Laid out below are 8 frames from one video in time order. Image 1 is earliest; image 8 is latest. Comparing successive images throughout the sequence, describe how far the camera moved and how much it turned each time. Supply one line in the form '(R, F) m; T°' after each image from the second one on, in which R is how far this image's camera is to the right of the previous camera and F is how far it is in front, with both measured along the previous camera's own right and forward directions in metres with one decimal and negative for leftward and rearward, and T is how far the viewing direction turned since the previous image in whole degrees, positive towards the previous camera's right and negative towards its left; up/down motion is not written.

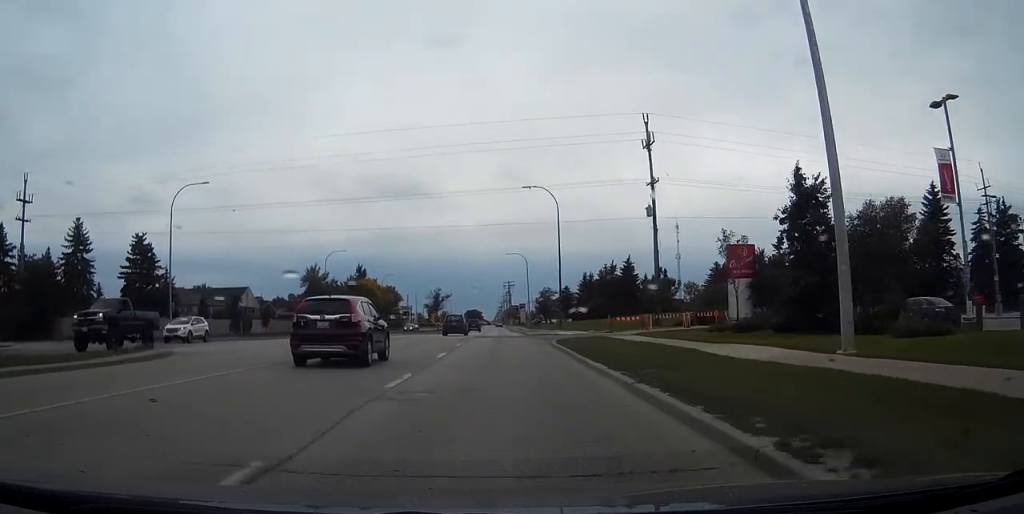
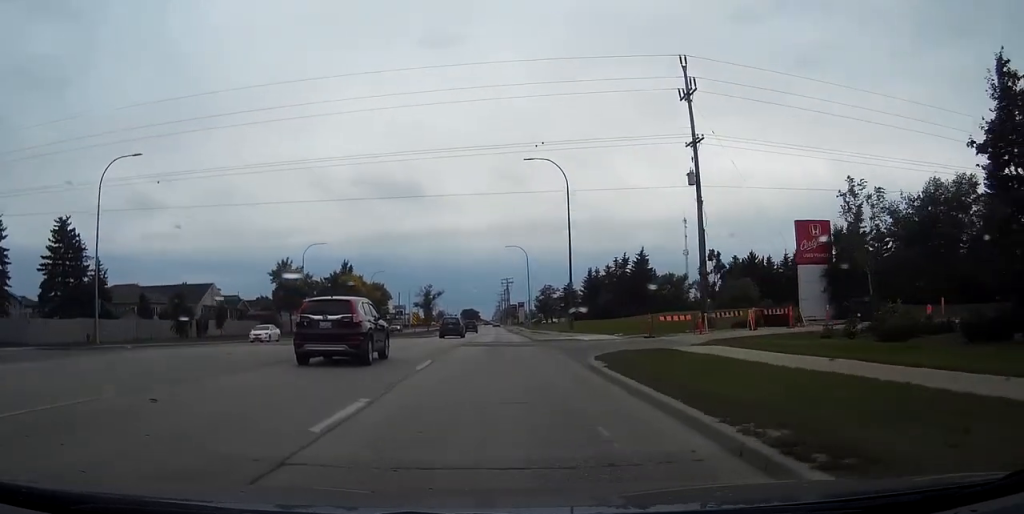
(0.0, +13.8) m; 0°
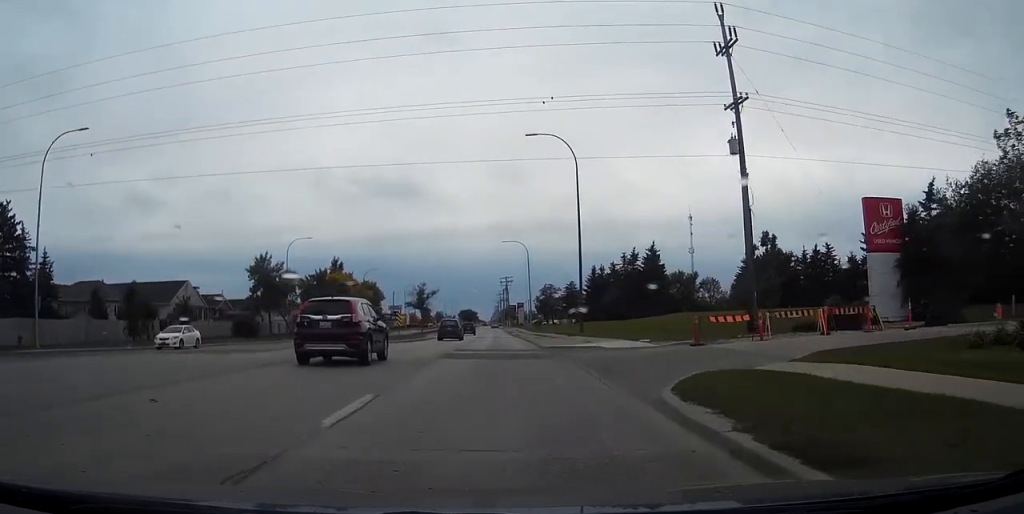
(0.0, +8.7) m; 0°
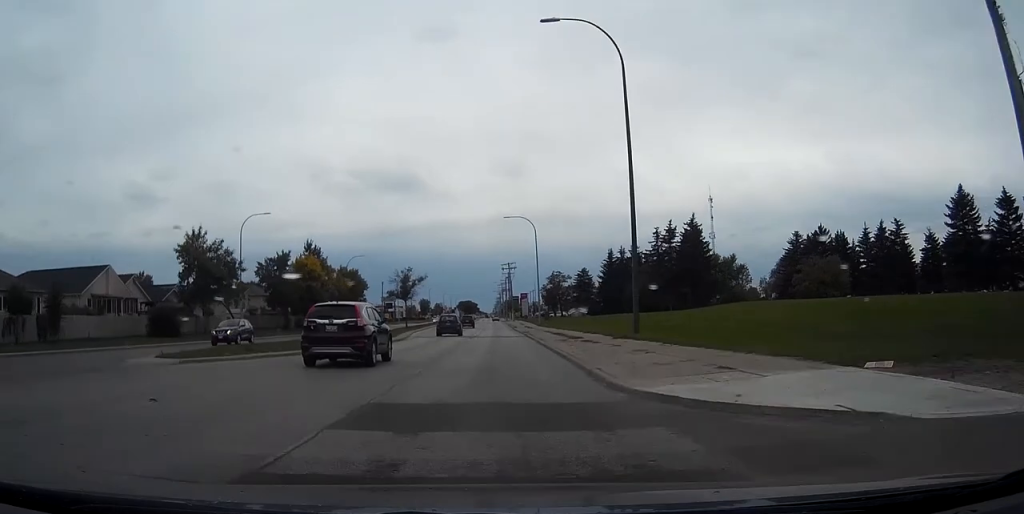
(+0.1, +21.3) m; +1°
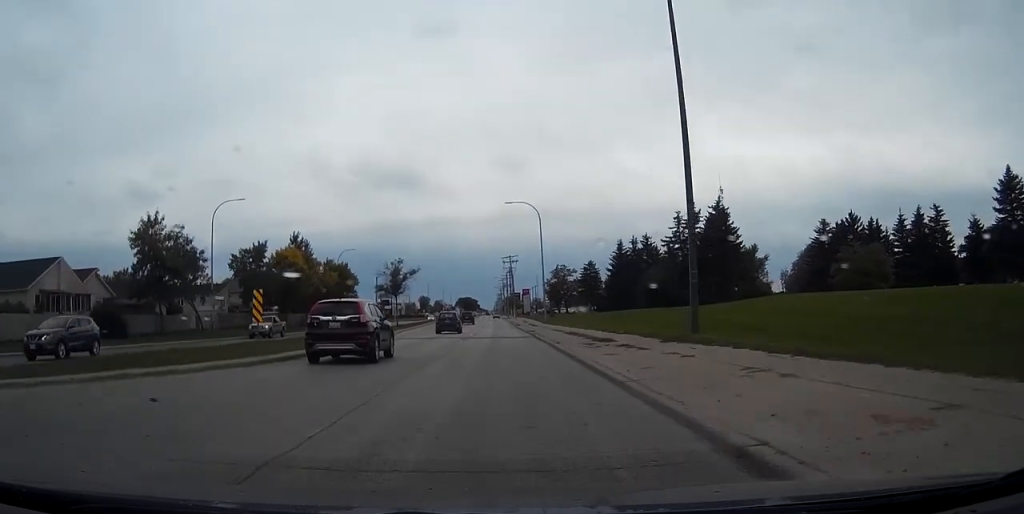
(0.0, +9.6) m; 0°
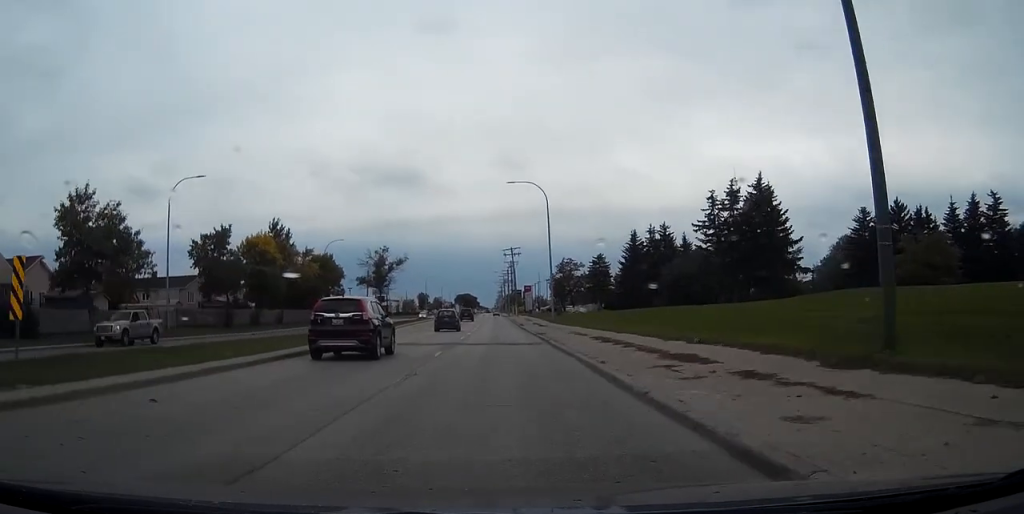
(0.0, +11.8) m; 0°
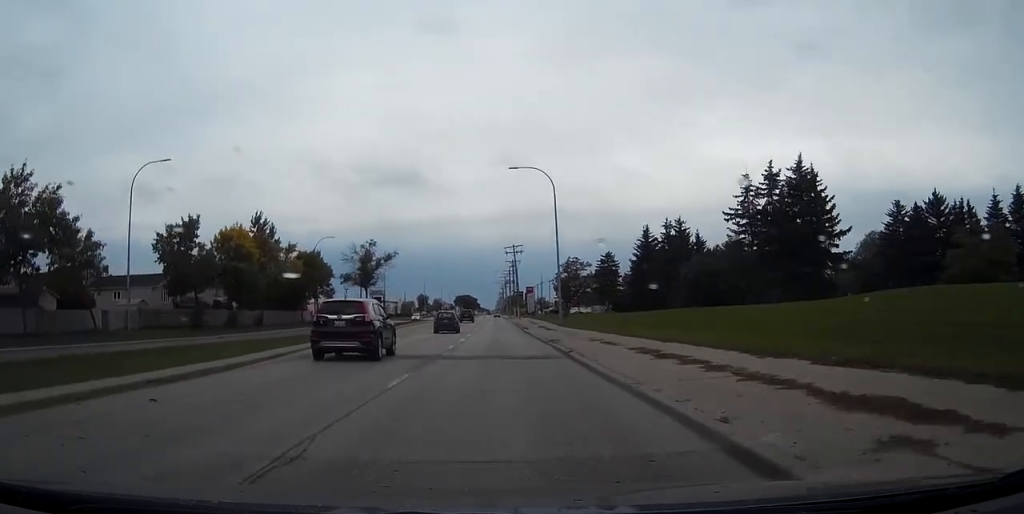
(0.0, +8.4) m; 0°
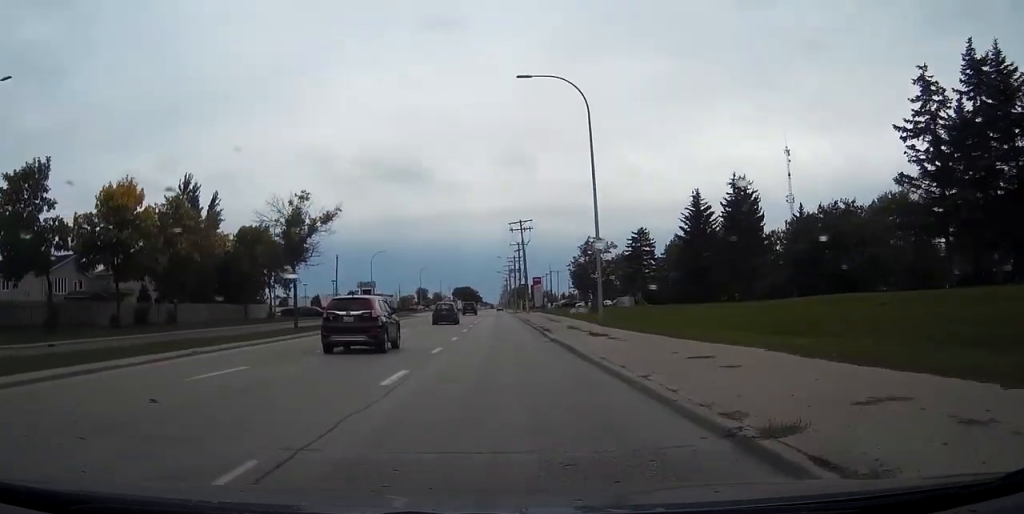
(+0.1, +24.6) m; 0°
